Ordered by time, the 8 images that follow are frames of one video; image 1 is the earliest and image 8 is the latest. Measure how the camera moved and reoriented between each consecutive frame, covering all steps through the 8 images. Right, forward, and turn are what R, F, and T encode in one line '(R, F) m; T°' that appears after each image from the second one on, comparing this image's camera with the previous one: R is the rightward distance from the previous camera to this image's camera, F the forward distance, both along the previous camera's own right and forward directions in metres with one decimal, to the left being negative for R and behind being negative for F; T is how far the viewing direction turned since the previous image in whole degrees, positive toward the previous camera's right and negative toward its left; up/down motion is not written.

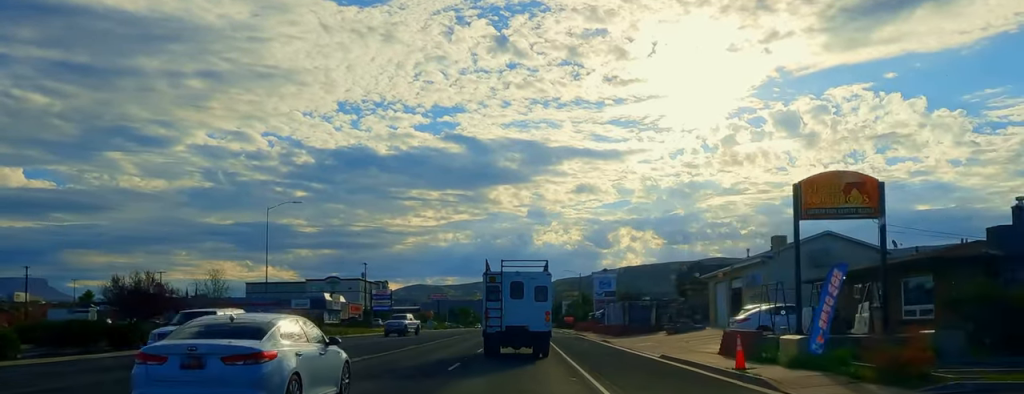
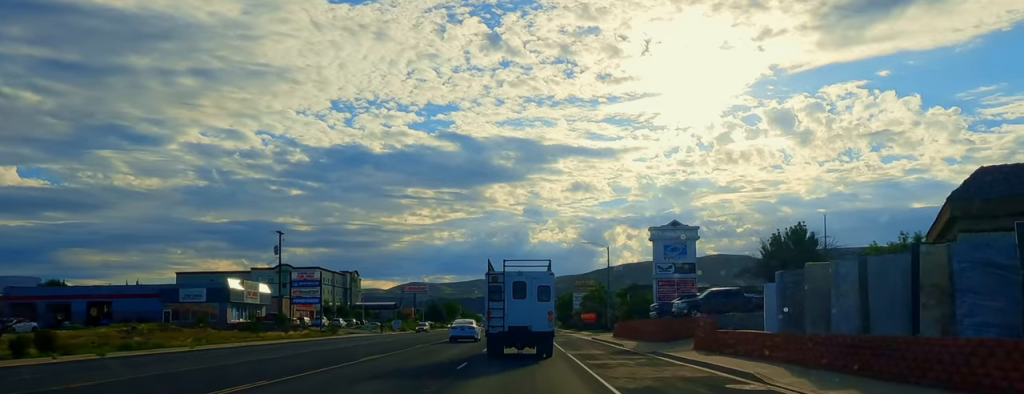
(0.0, +48.4) m; 0°
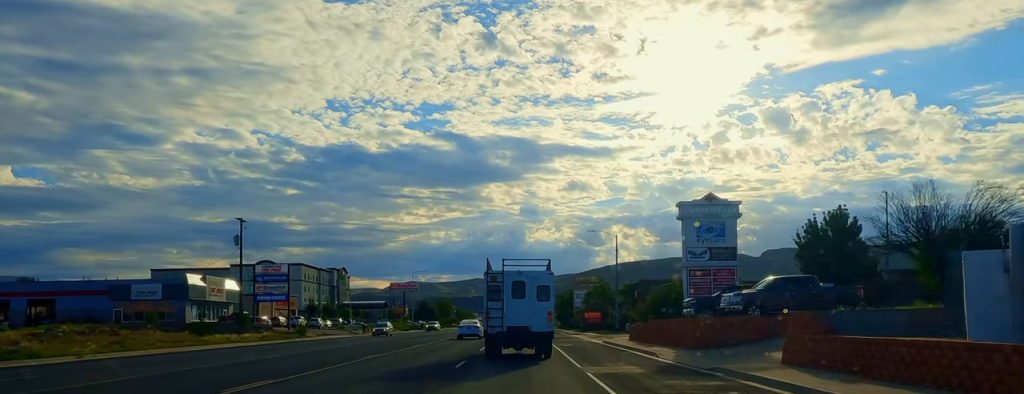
(0.0, +11.4) m; 0°
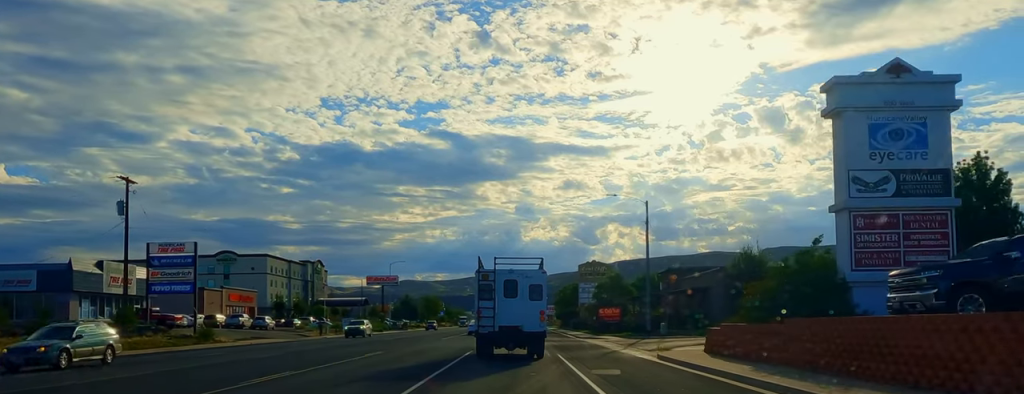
(0.0, +21.9) m; 0°
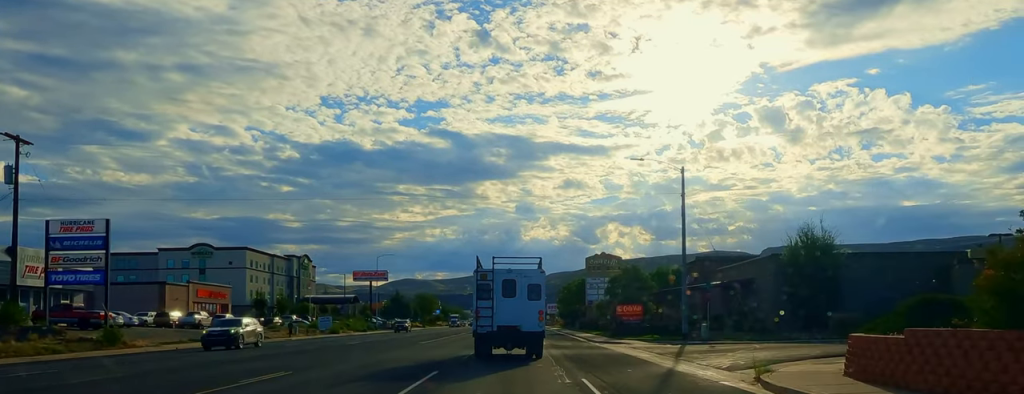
(0.0, +12.6) m; 0°
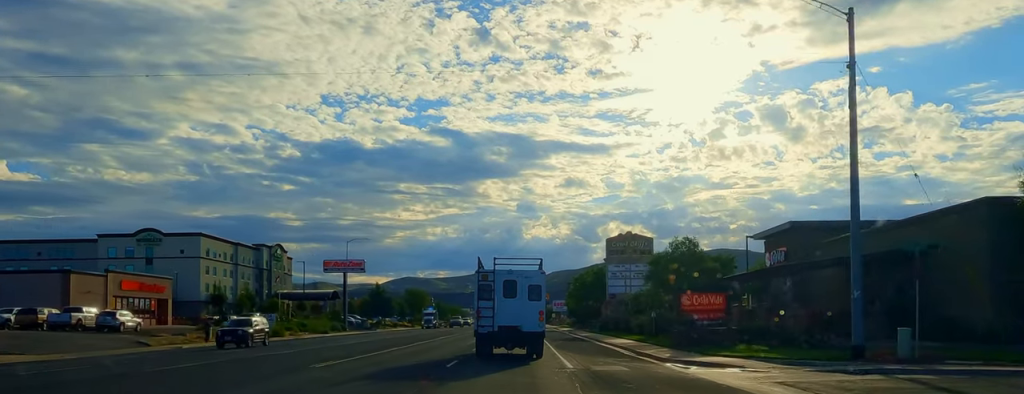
(0.0, +22.6) m; 0°
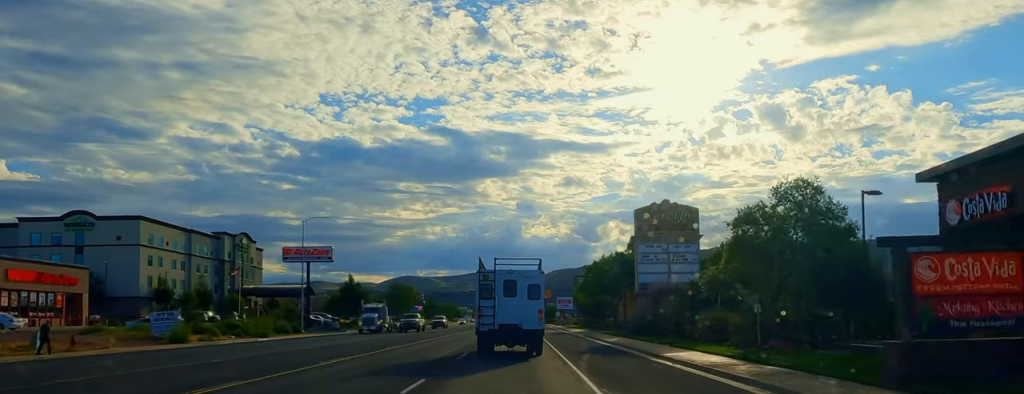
(0.0, +20.5) m; 0°
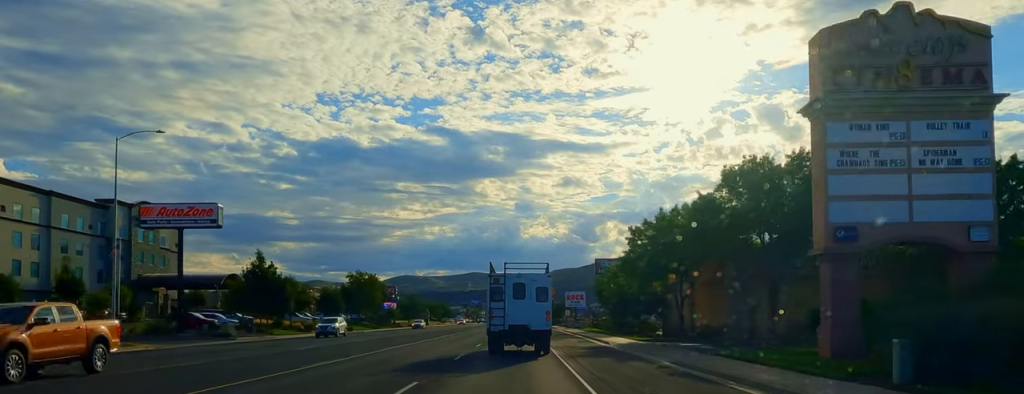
(0.0, +37.3) m; 0°
